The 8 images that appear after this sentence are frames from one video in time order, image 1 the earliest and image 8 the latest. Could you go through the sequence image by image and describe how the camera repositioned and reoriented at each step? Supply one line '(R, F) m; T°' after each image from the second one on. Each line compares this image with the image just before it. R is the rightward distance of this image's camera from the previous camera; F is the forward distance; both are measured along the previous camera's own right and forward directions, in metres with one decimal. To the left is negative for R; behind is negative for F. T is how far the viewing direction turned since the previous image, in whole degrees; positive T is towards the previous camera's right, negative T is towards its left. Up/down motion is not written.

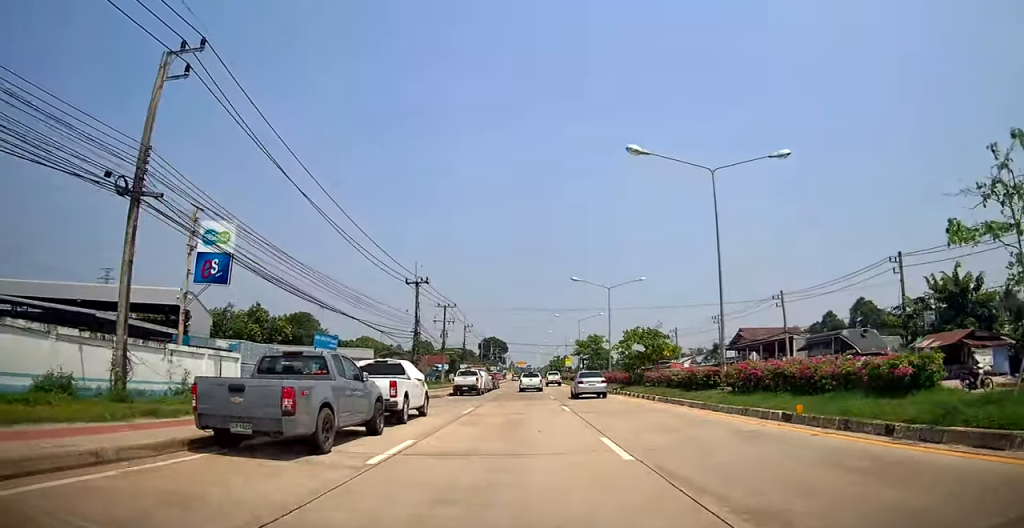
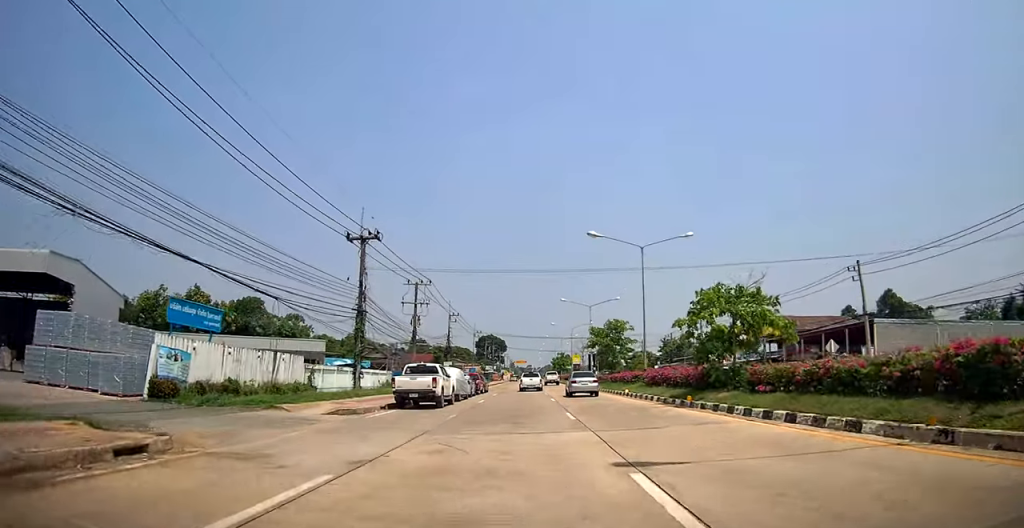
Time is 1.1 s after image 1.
(-0.1, +15.7) m; -1°
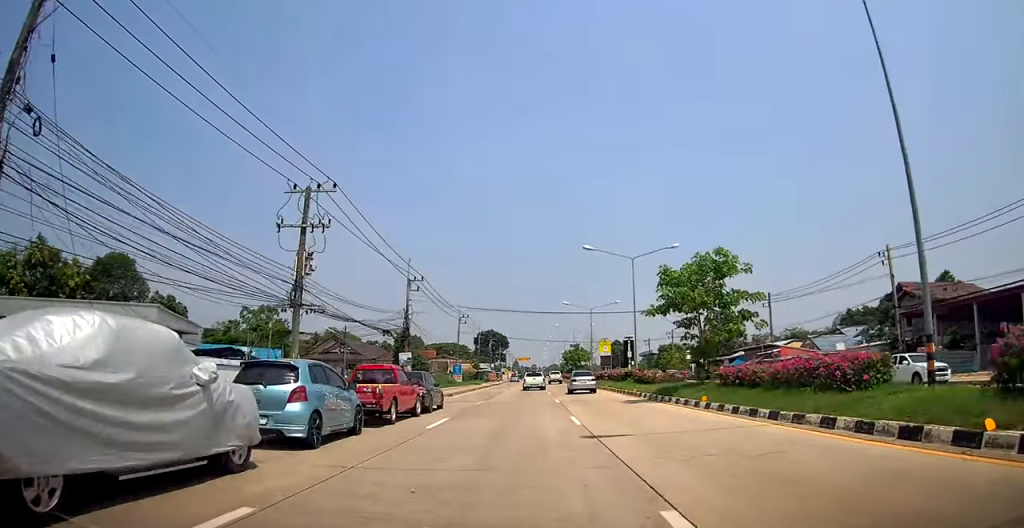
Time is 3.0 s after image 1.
(+0.1, +24.9) m; 0°
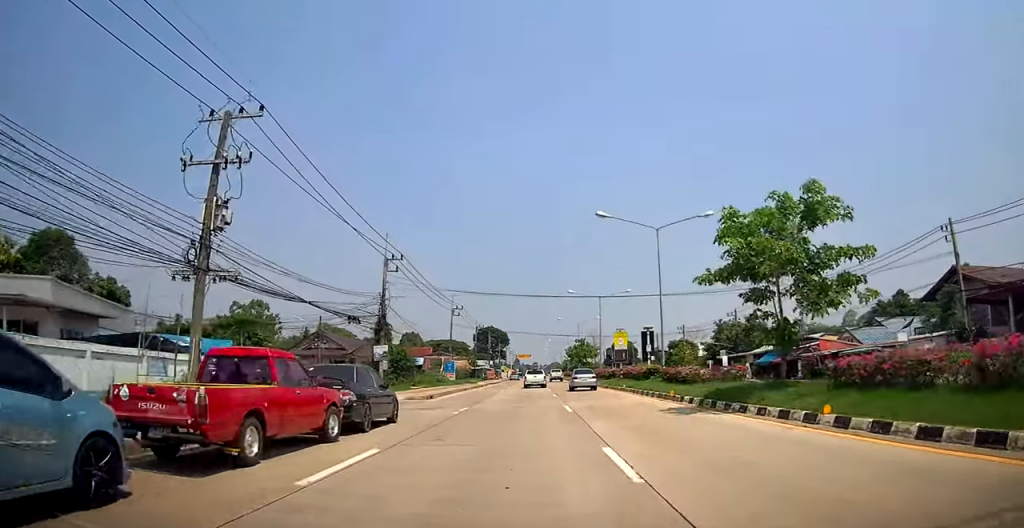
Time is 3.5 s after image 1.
(0.0, +7.5) m; 0°
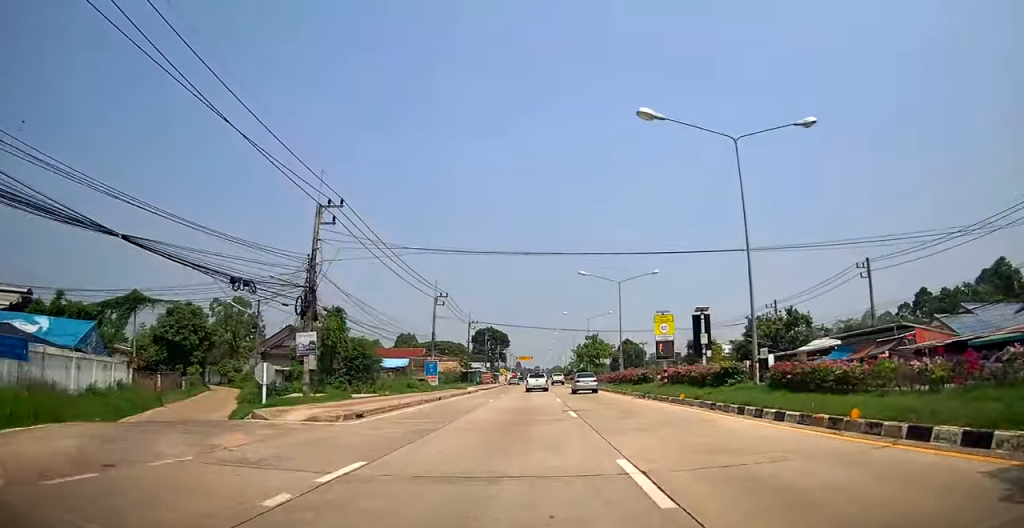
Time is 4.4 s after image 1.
(0.0, +12.9) m; -2°
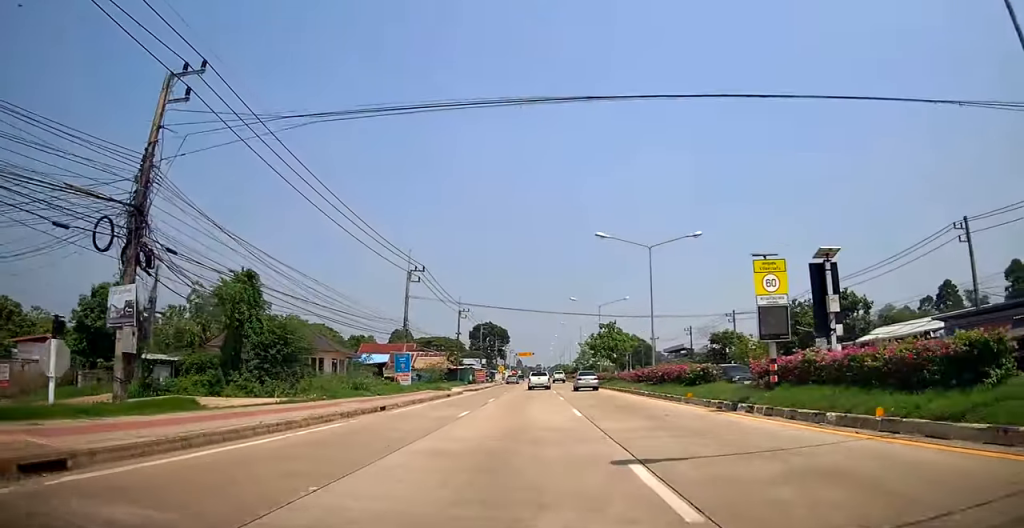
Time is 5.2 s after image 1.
(-0.4, +12.6) m; 0°
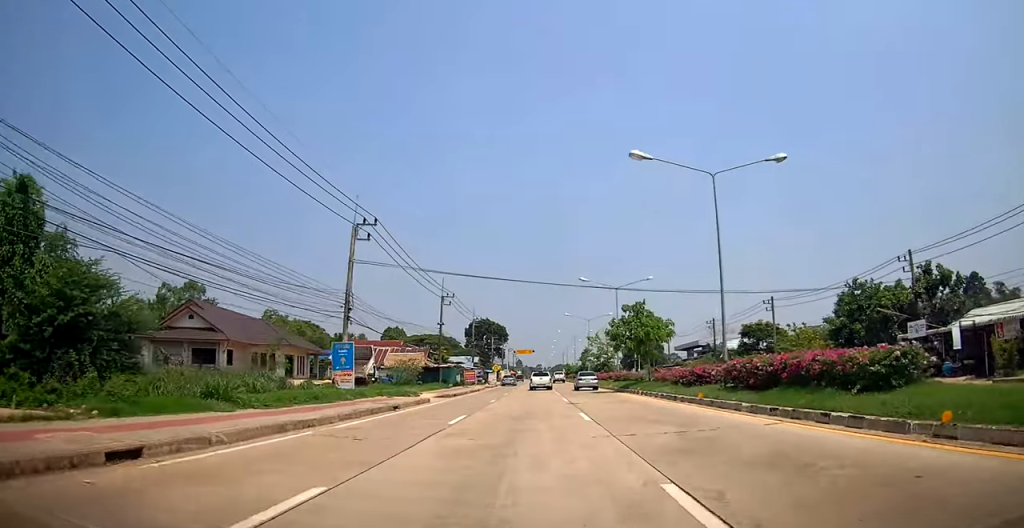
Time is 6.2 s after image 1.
(+0.3, +13.4) m; +1°
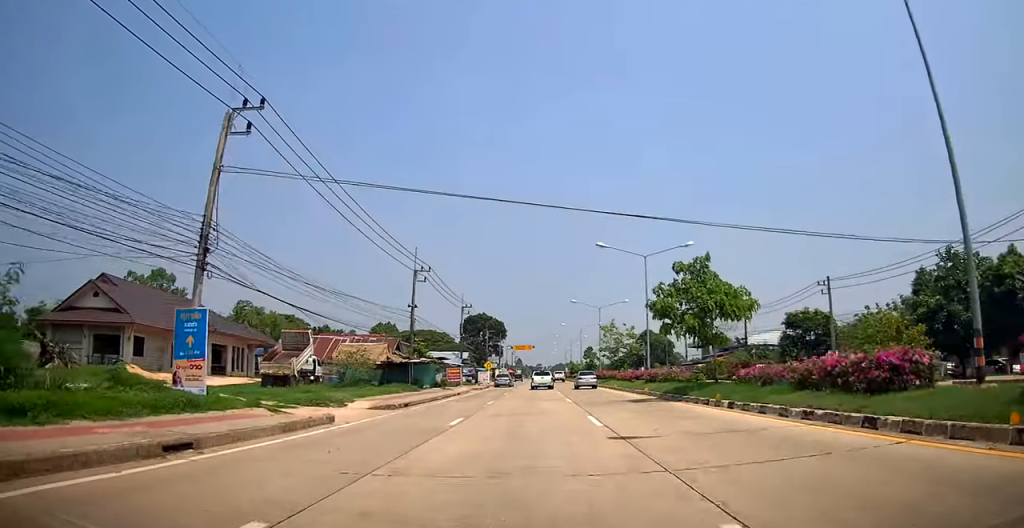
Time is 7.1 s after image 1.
(0.0, +13.4) m; 0°
